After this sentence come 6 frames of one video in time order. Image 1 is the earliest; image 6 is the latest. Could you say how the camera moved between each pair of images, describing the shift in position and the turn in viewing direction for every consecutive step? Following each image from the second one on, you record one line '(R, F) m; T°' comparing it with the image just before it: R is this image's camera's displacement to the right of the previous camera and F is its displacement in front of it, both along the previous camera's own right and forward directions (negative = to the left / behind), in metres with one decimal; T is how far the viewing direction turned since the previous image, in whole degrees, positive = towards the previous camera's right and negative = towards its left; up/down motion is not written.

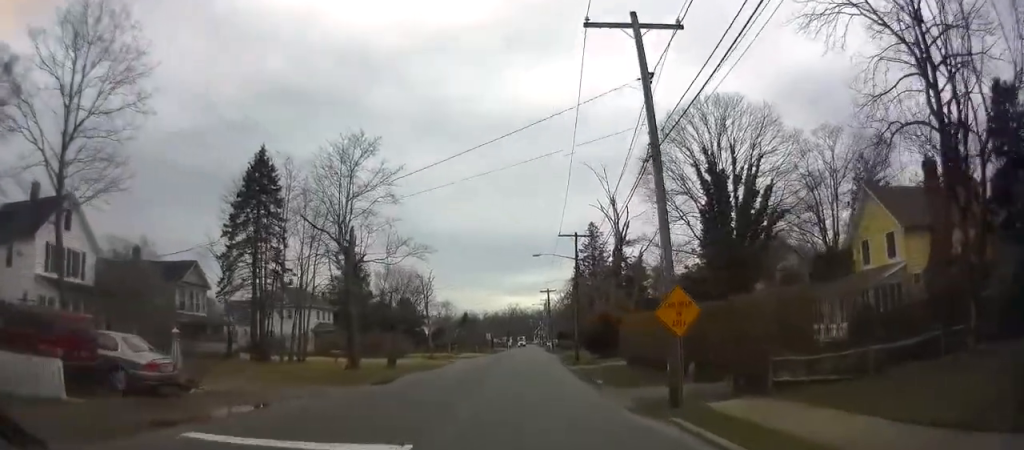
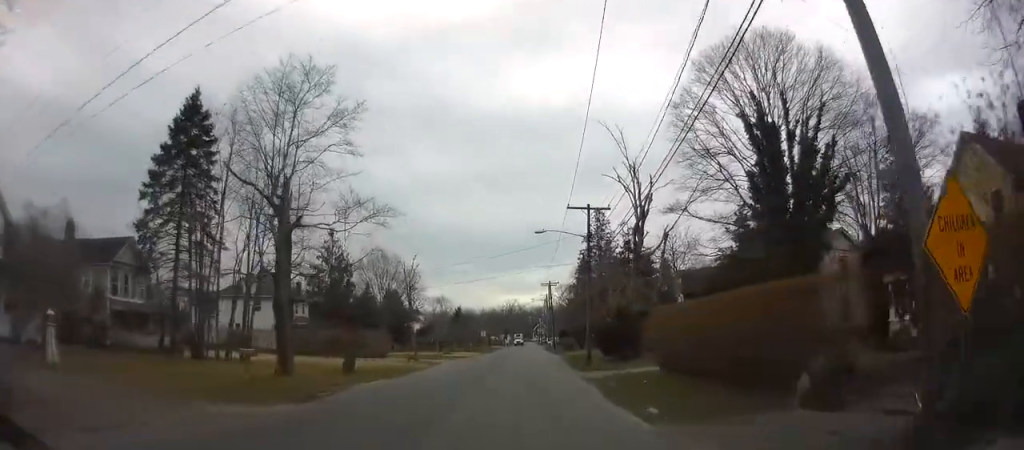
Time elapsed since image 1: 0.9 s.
(+0.7, +7.7) m; +8°
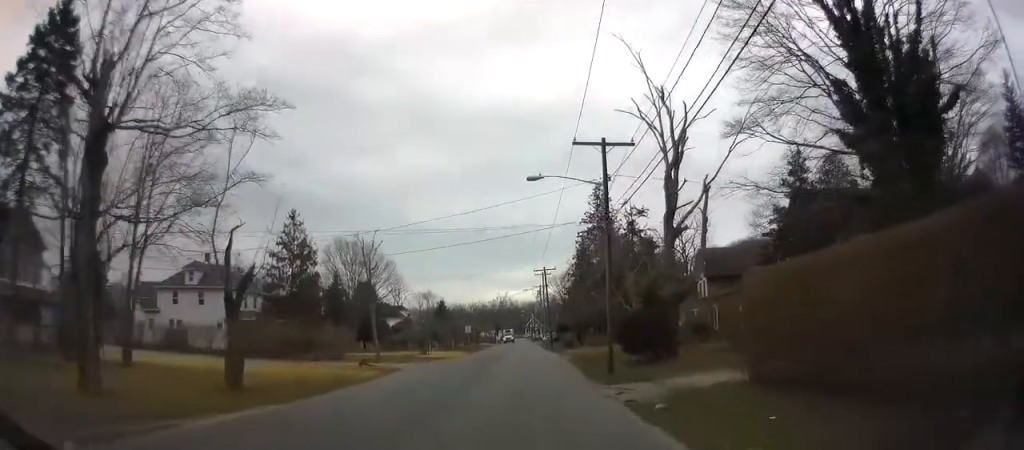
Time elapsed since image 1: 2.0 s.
(+0.7, +10.1) m; -5°
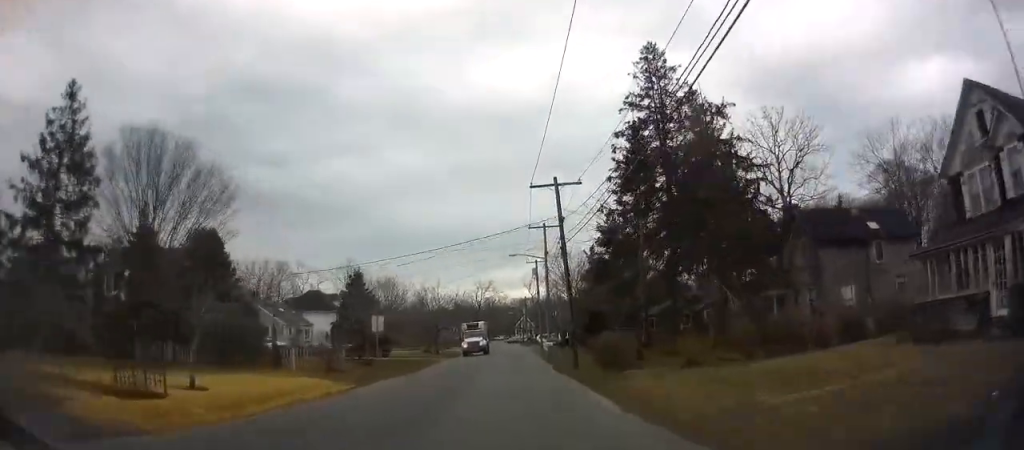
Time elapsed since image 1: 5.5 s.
(-1.0, +36.9) m; +7°
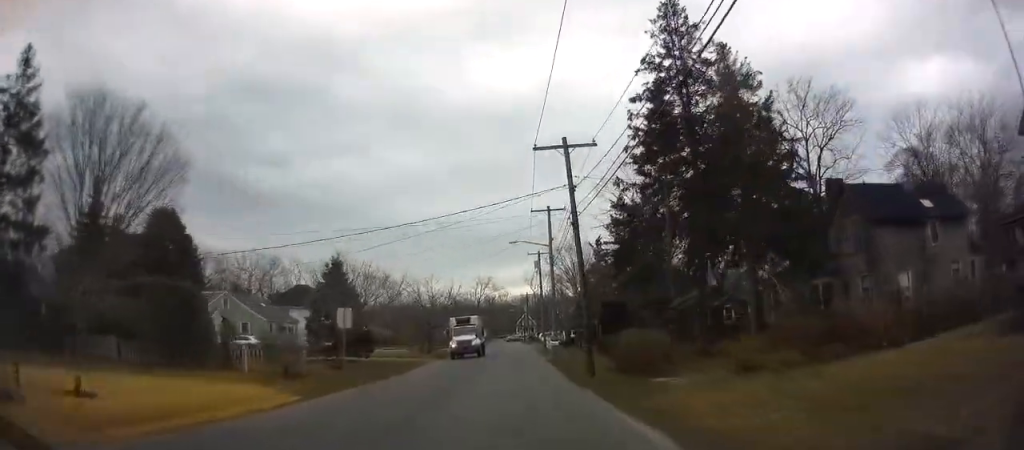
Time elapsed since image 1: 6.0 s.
(+0.3, +5.3) m; +1°
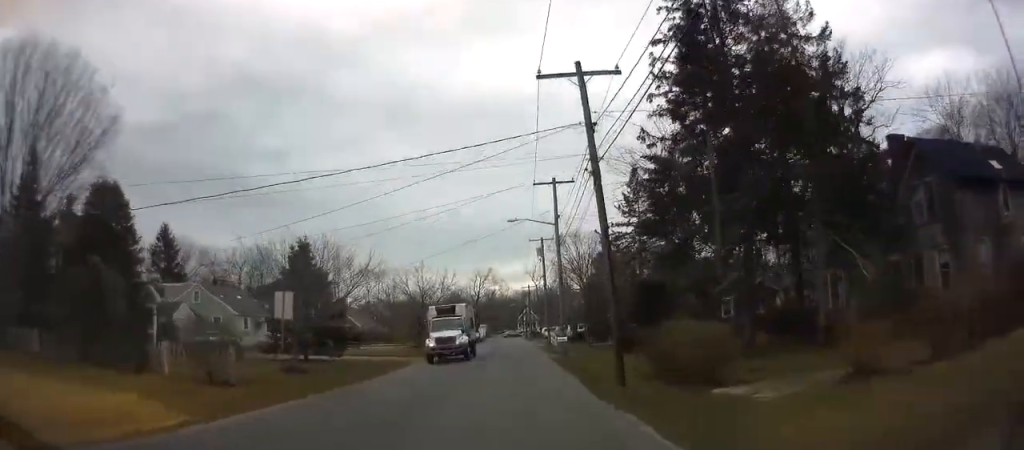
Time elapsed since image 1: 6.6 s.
(0.0, +6.0) m; -1°
